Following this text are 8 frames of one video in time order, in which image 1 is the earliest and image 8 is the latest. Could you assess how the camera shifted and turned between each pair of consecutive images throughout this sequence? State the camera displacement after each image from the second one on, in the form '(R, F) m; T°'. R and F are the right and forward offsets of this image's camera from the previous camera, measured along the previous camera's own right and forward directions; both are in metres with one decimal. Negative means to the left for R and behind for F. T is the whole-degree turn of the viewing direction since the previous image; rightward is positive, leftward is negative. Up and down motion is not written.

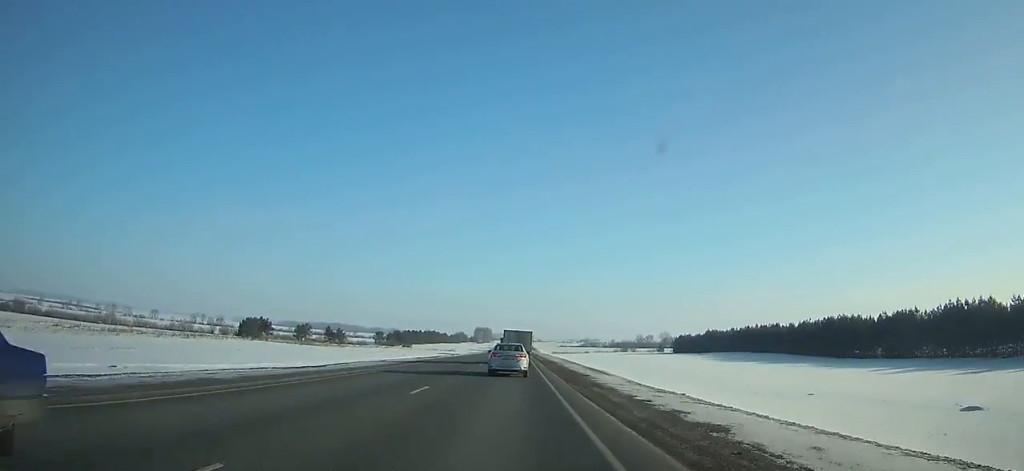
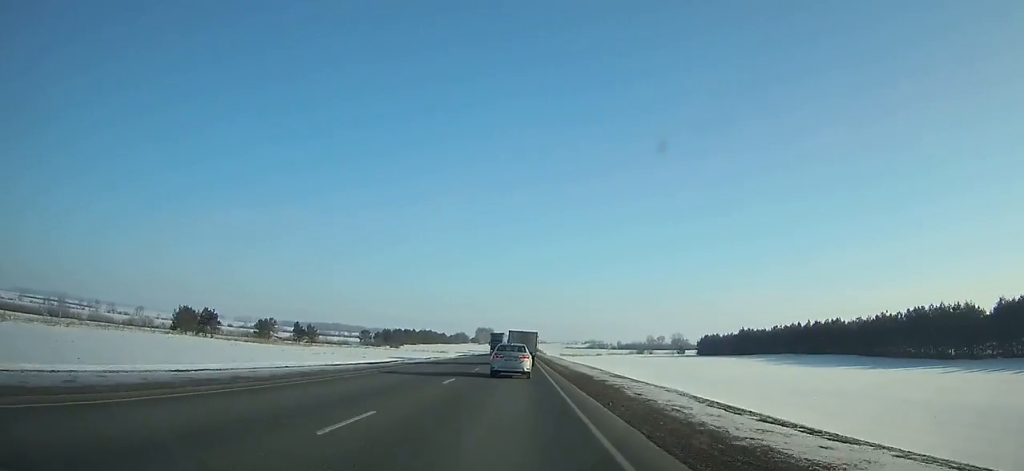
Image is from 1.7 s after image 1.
(0.0, +31.9) m; 0°
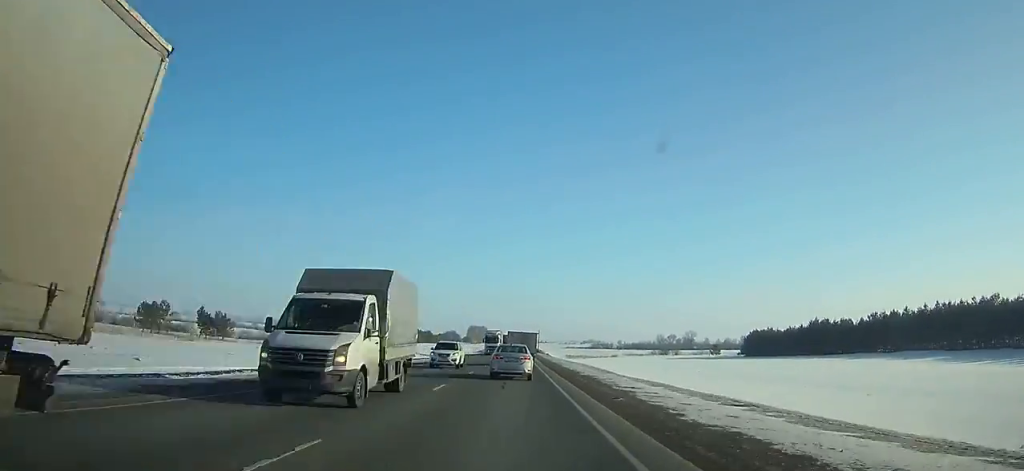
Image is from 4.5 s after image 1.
(-0.1, +52.5) m; 0°
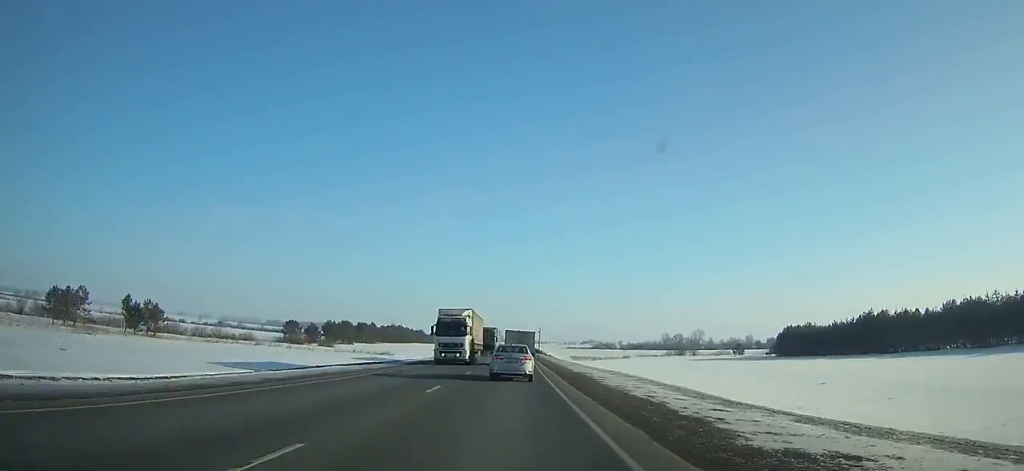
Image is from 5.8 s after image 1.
(0.0, +24.4) m; 0°
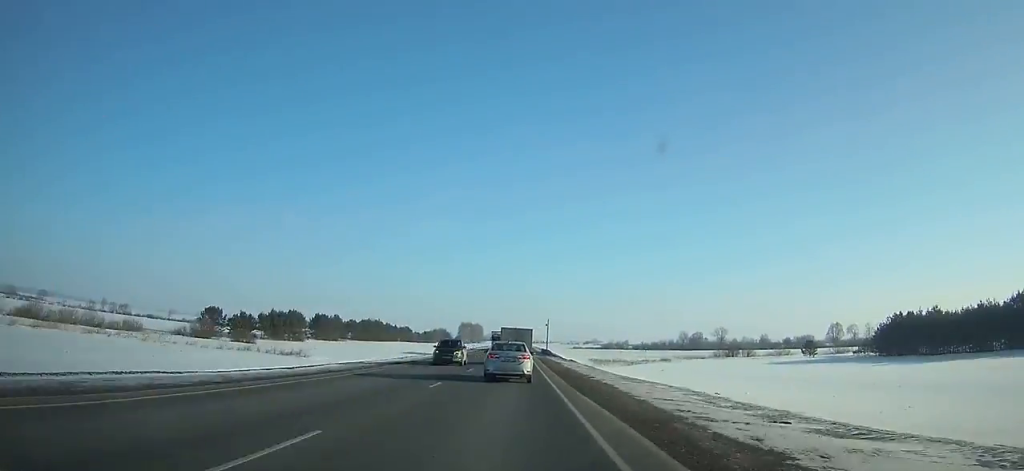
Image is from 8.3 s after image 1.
(+0.1, +46.5) m; 0°
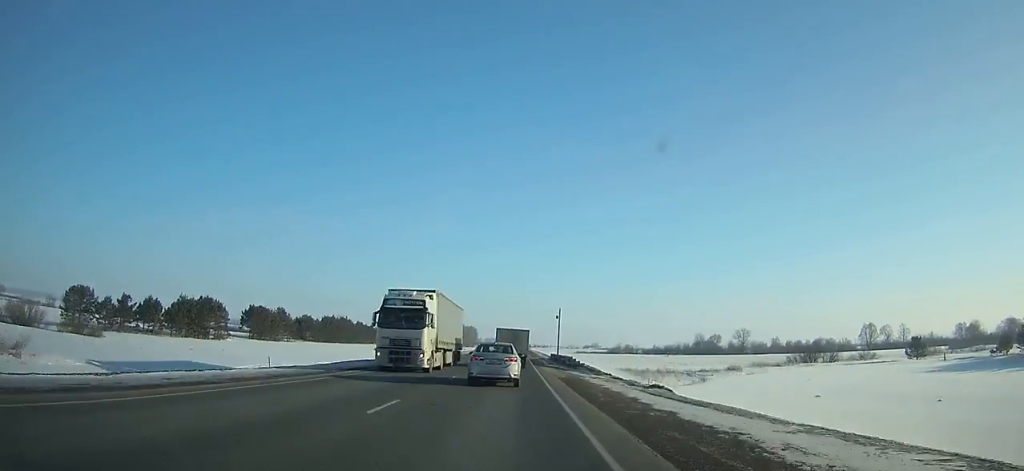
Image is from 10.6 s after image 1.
(0.0, +42.2) m; 0°
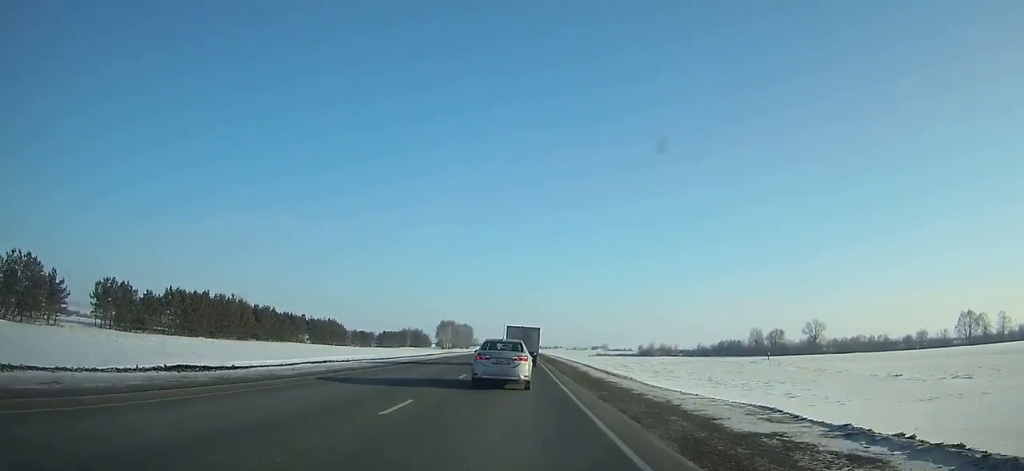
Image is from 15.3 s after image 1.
(-0.2, +84.5) m; 0°
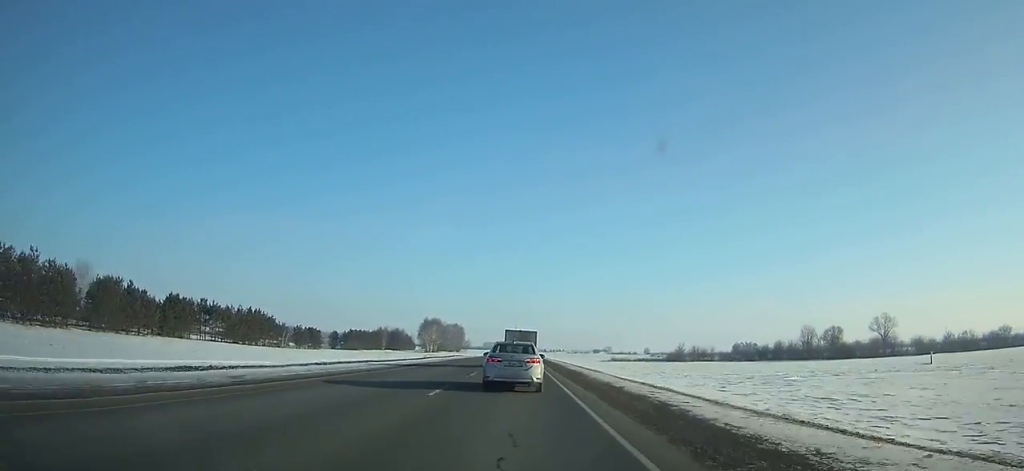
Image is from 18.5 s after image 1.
(0.0, +56.7) m; 0°
